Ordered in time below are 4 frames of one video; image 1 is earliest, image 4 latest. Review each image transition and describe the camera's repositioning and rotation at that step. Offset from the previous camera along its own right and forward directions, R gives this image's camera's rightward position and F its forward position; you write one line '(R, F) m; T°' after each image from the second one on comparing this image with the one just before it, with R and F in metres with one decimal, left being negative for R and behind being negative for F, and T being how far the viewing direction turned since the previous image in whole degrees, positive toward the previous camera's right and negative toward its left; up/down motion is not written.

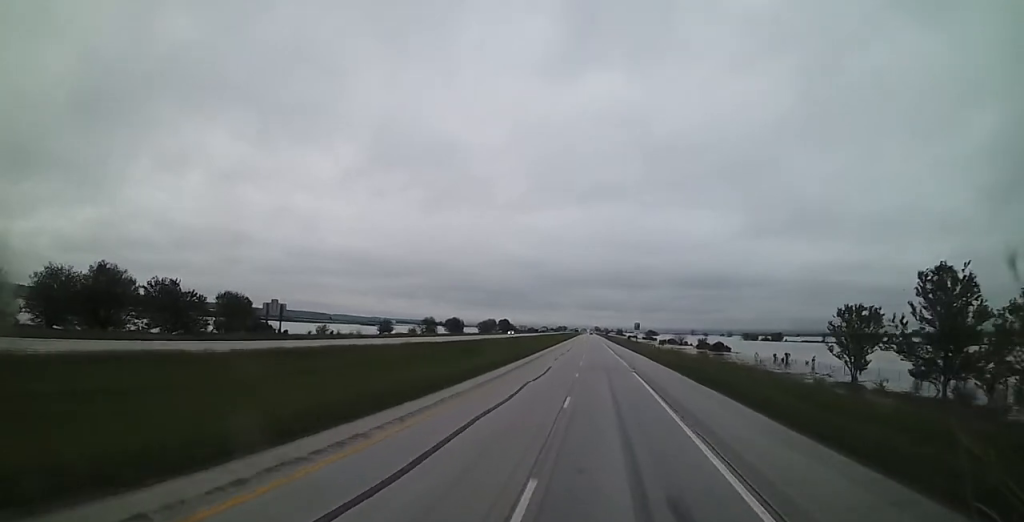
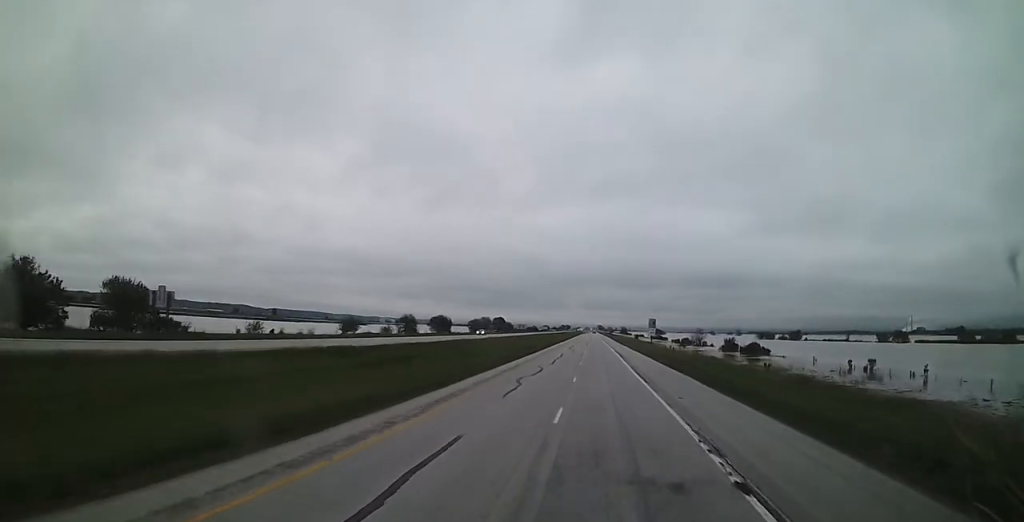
(0.0, +27.7) m; 0°
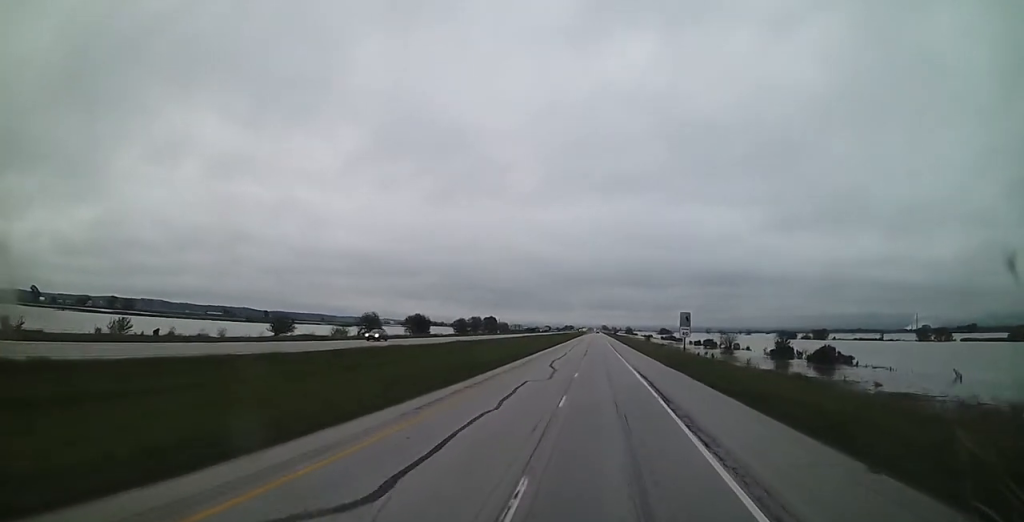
(-0.2, +33.1) m; -1°
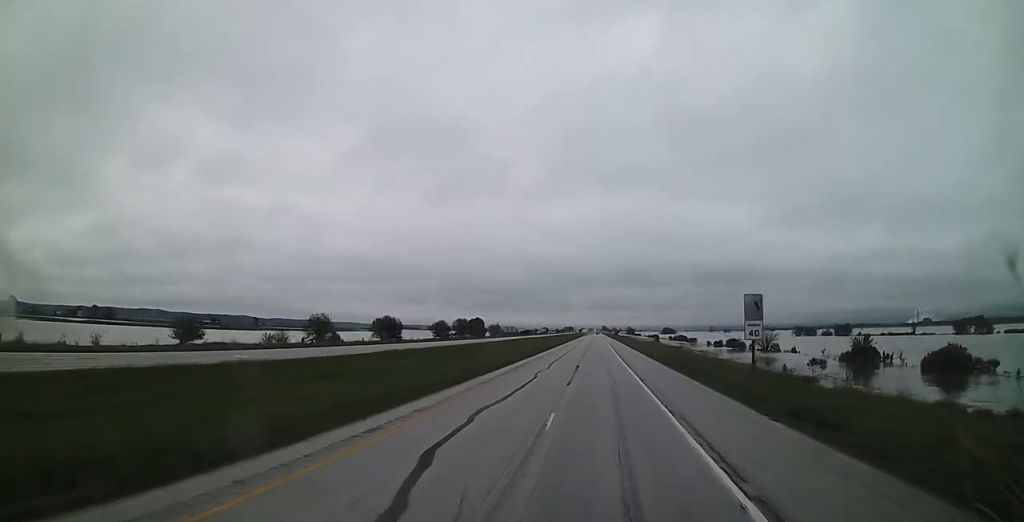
(-0.1, +28.3) m; 0°
